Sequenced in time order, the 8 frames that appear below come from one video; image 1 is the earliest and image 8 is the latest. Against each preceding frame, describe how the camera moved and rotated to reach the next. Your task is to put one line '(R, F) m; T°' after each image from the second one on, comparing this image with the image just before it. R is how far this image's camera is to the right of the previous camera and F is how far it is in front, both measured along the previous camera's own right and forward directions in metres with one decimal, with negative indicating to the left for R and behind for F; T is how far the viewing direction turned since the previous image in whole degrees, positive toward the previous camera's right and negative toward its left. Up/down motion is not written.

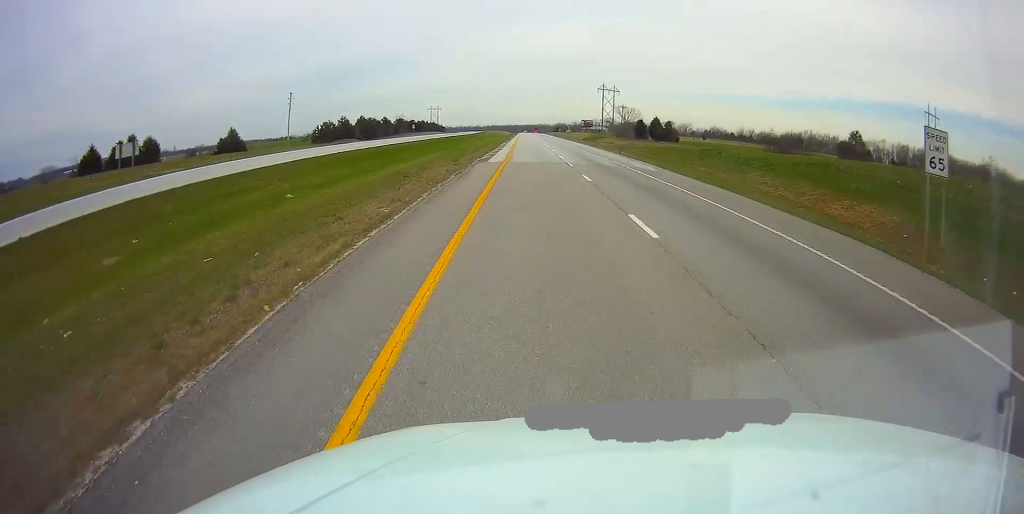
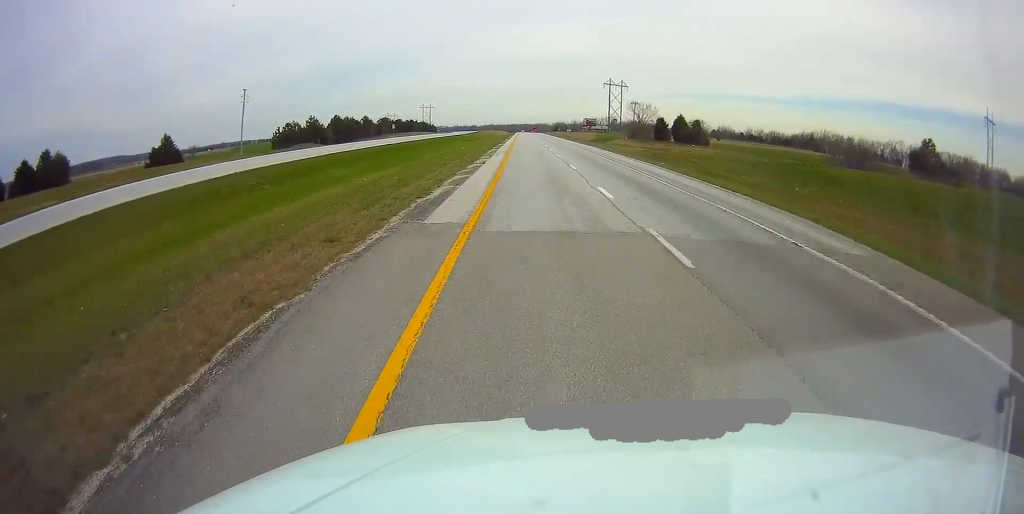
(+0.1, +23.3) m; 0°
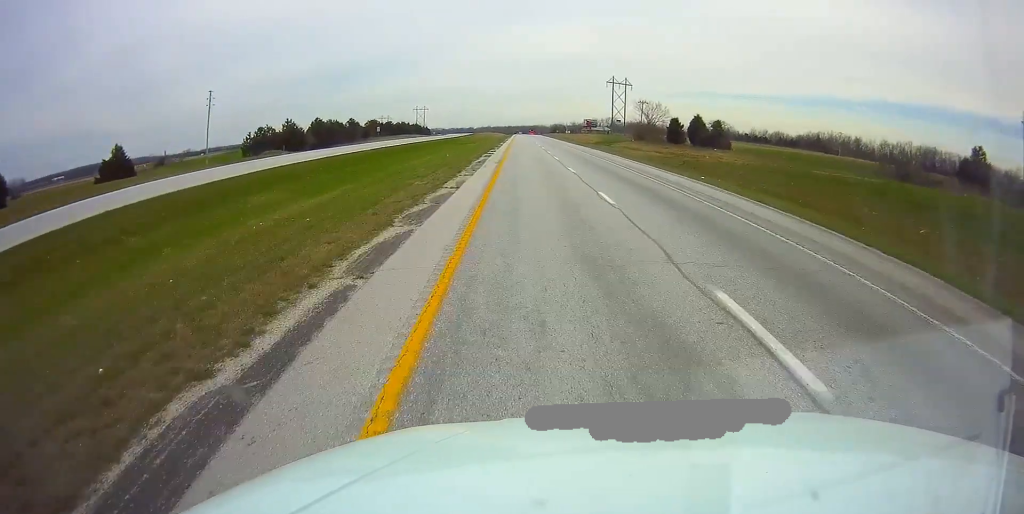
(0.0, +13.0) m; 0°
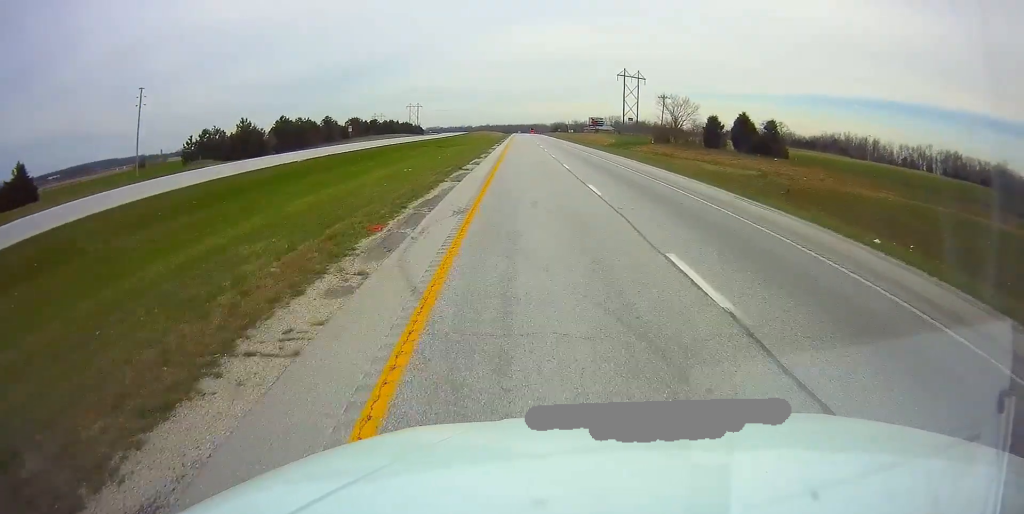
(0.0, +21.9) m; 0°
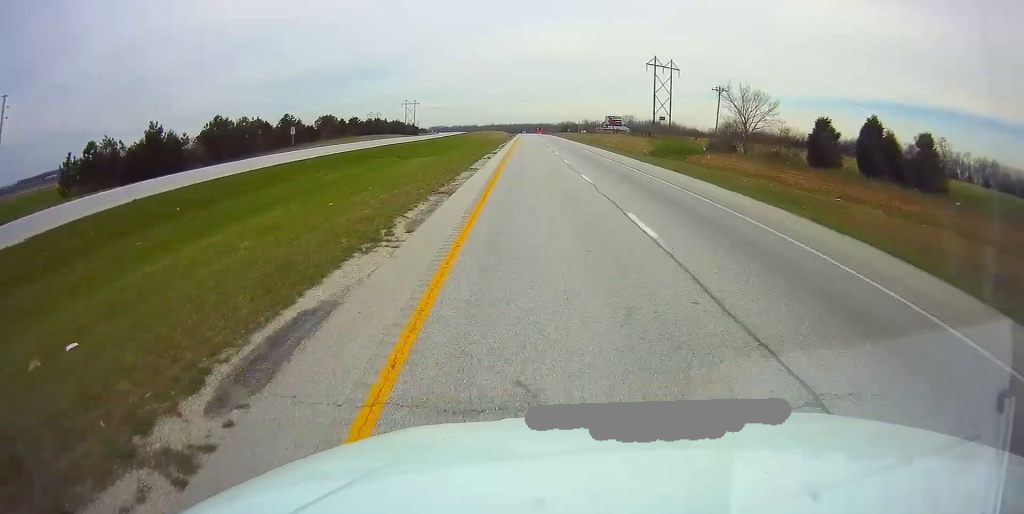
(+0.1, +31.5) m; 0°
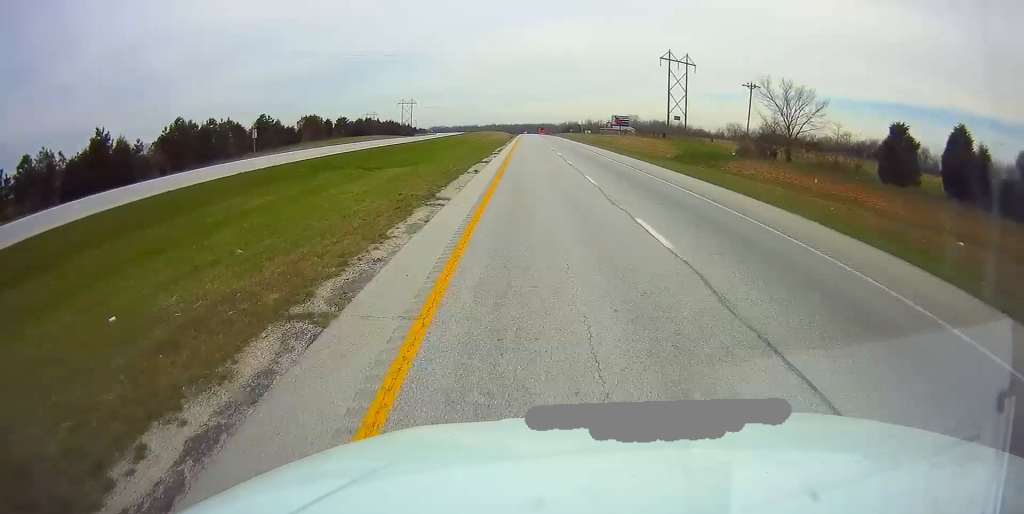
(0.0, +12.7) m; 0°
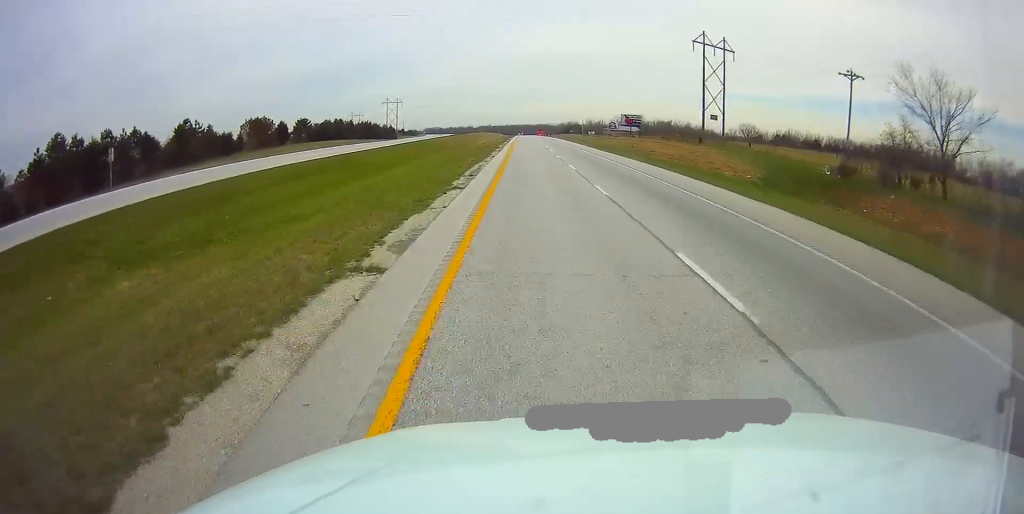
(-0.1, +27.0) m; 0°
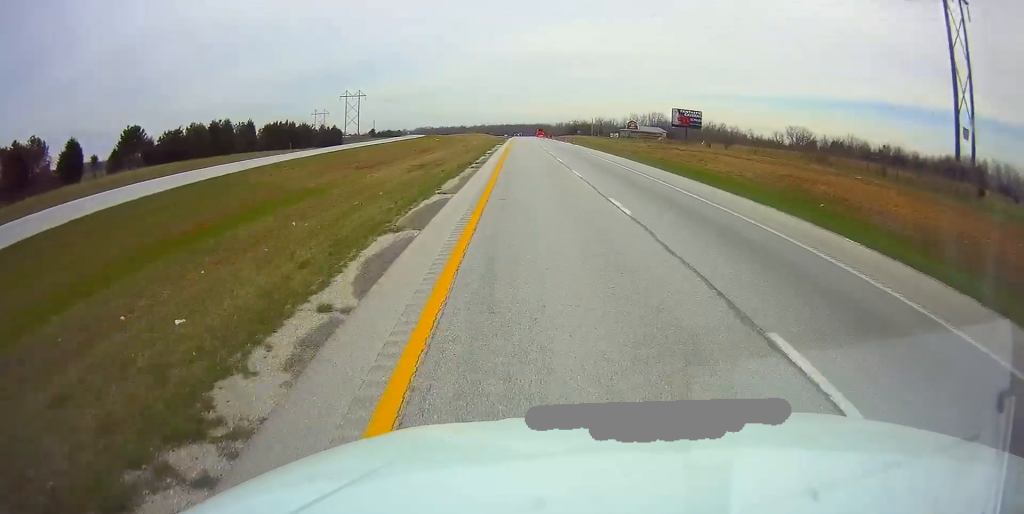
(0.0, +63.8) m; +1°
